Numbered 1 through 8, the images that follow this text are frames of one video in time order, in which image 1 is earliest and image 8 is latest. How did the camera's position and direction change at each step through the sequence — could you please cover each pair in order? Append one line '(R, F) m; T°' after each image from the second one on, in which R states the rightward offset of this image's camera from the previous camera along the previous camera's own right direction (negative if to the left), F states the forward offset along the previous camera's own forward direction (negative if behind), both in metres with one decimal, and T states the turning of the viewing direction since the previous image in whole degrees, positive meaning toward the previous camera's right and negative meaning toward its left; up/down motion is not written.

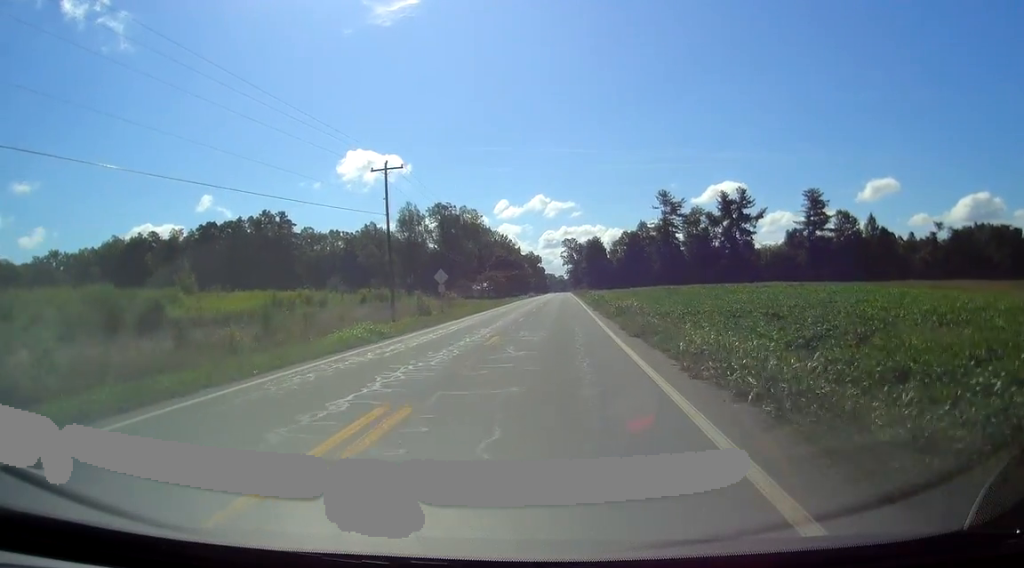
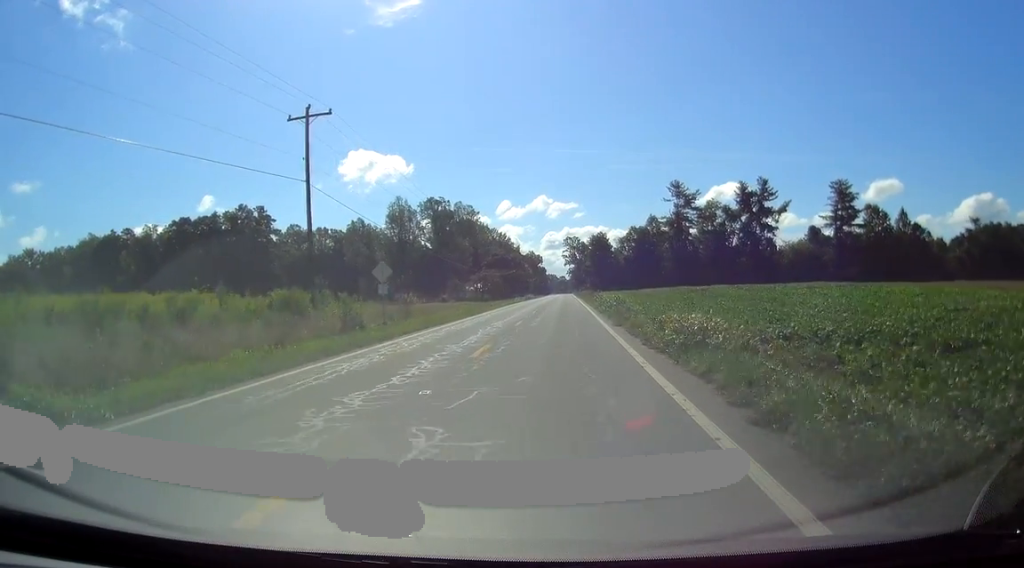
(-0.1, +15.5) m; 0°
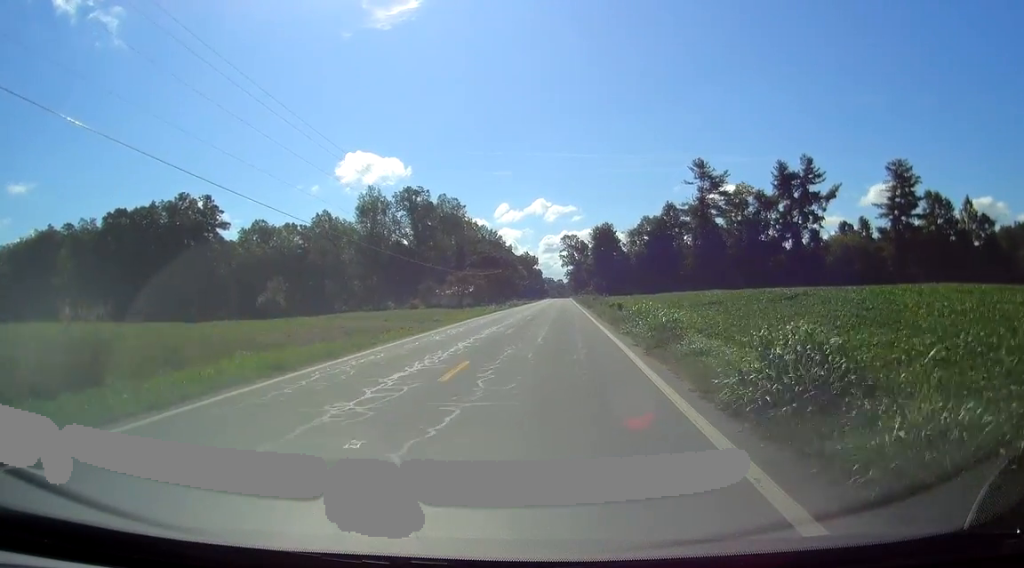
(-0.1, +27.4) m; 0°
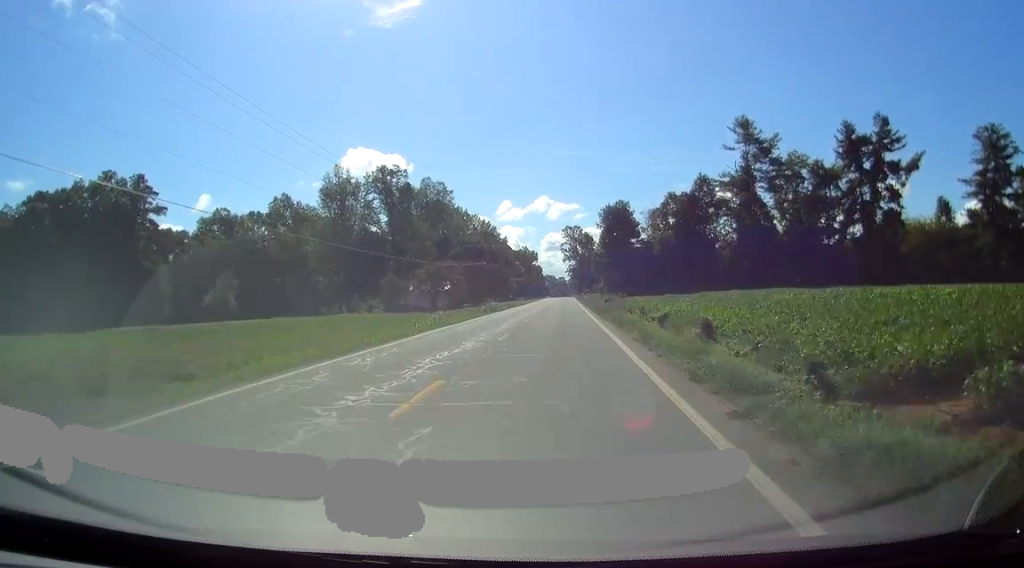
(+0.3, +27.2) m; +1°
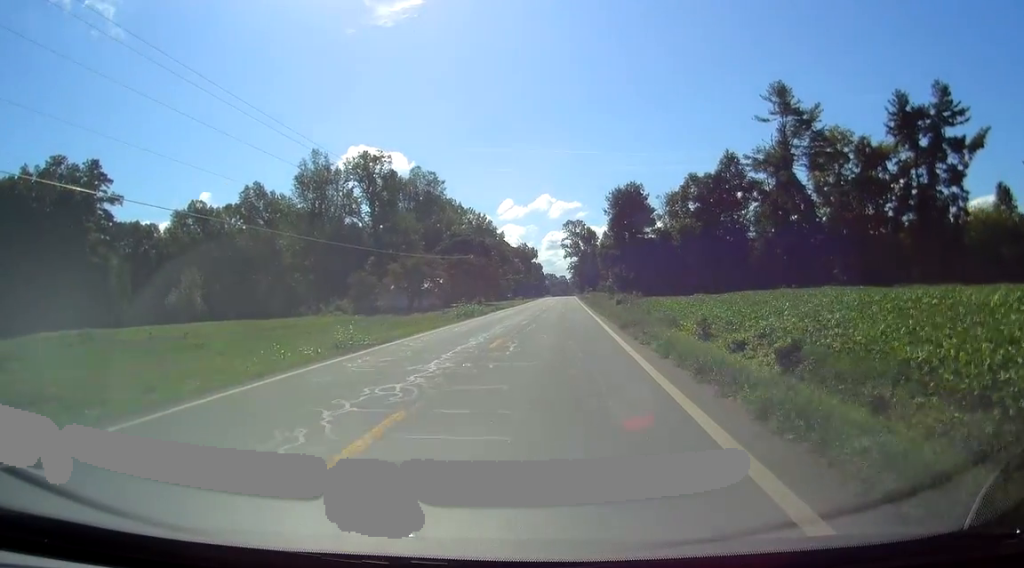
(-0.1, +14.7) m; 0°
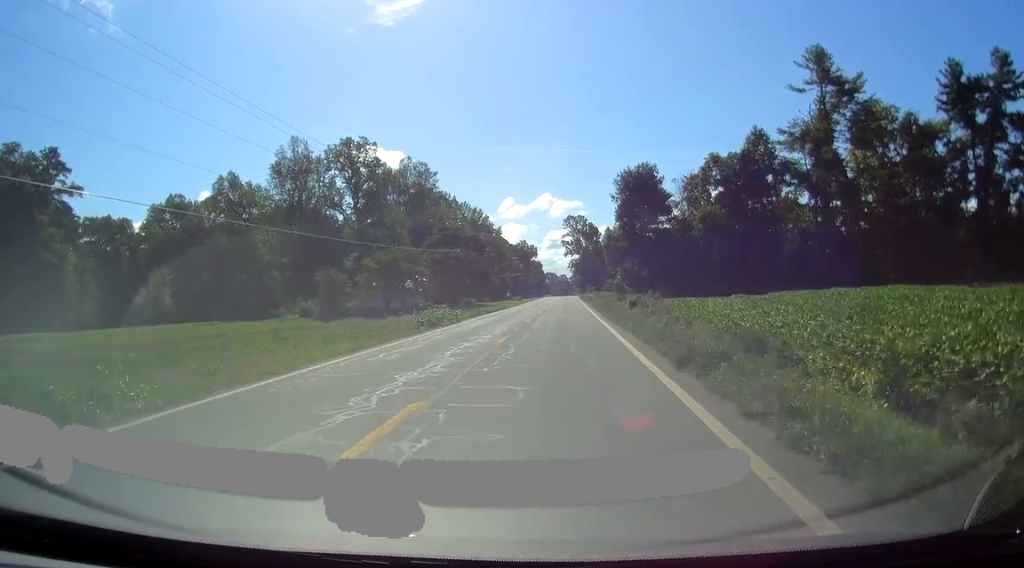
(0.0, +11.4) m; 0°
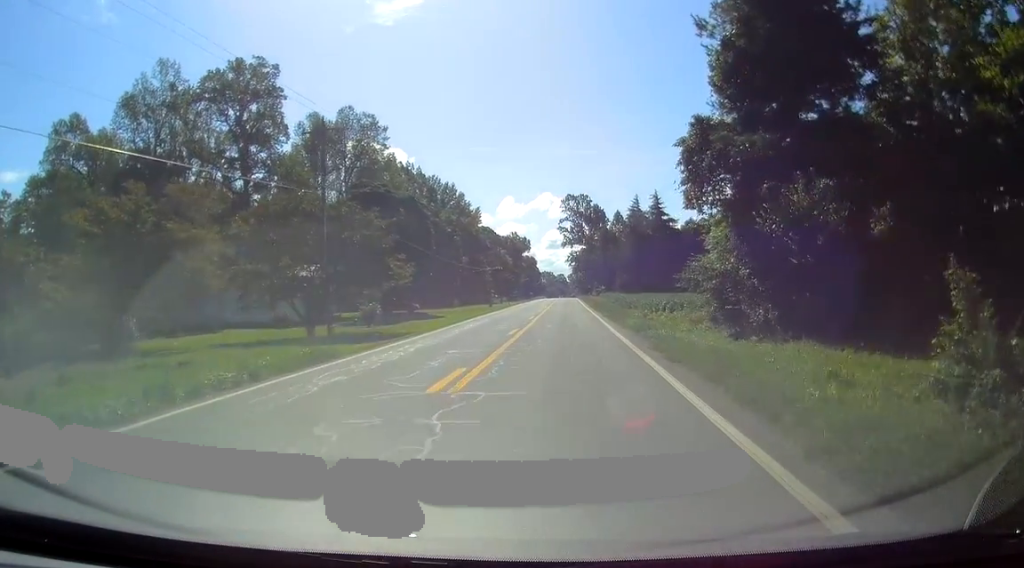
(-0.3, +44.9) m; 0°
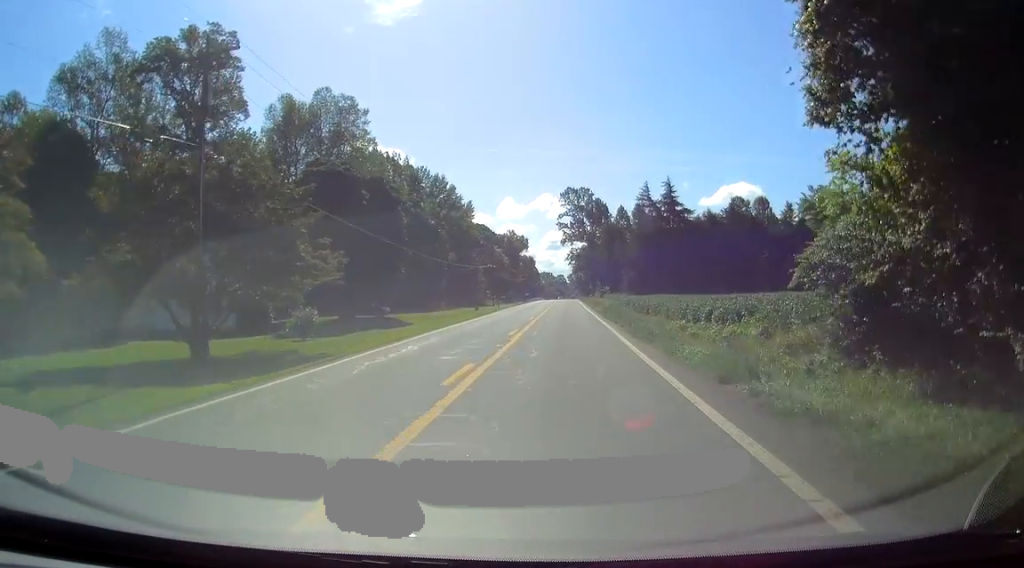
(0.0, +11.8) m; +1°
